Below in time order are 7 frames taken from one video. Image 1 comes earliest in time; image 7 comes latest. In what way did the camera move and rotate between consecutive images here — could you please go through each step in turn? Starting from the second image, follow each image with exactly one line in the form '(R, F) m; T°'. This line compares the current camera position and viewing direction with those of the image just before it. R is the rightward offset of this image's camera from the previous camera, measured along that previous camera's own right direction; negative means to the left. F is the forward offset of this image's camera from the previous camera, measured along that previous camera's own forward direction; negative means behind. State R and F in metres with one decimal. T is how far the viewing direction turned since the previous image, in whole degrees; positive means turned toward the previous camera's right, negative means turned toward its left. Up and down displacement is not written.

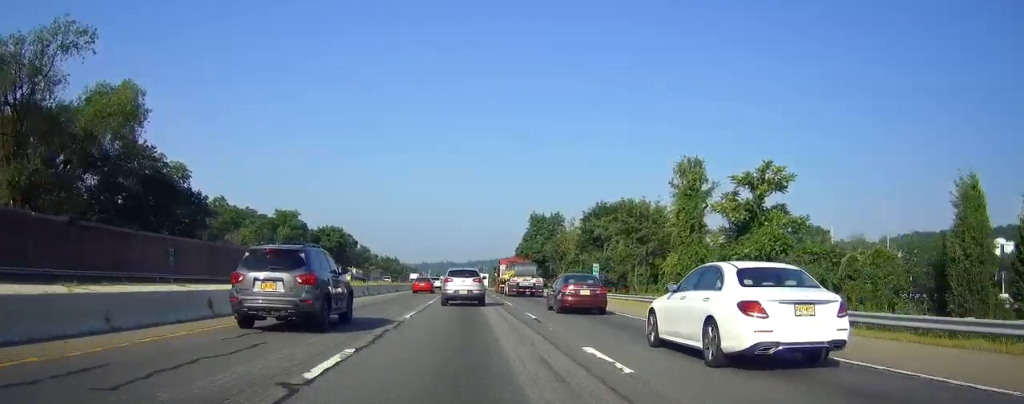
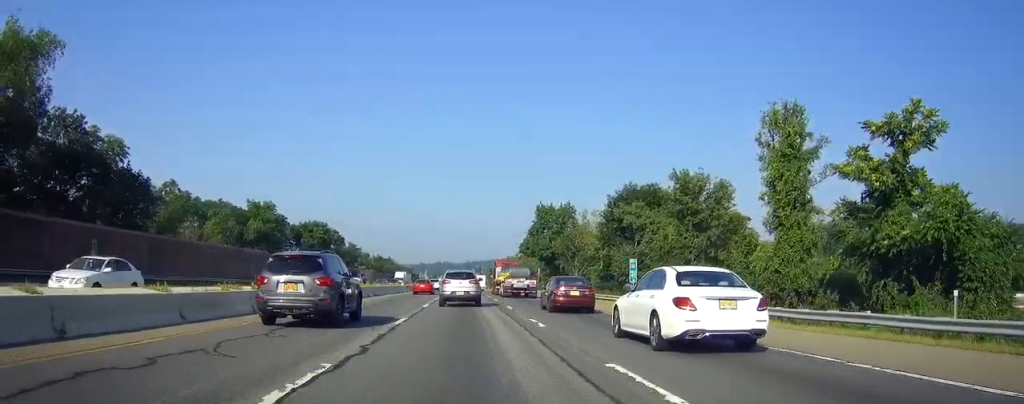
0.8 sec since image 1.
(0.0, +14.1) m; 0°
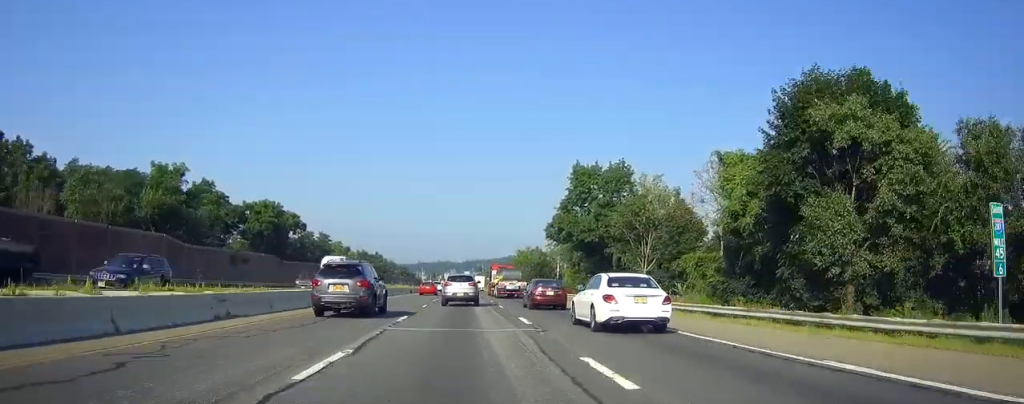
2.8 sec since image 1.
(-0.2, +33.7) m; -1°
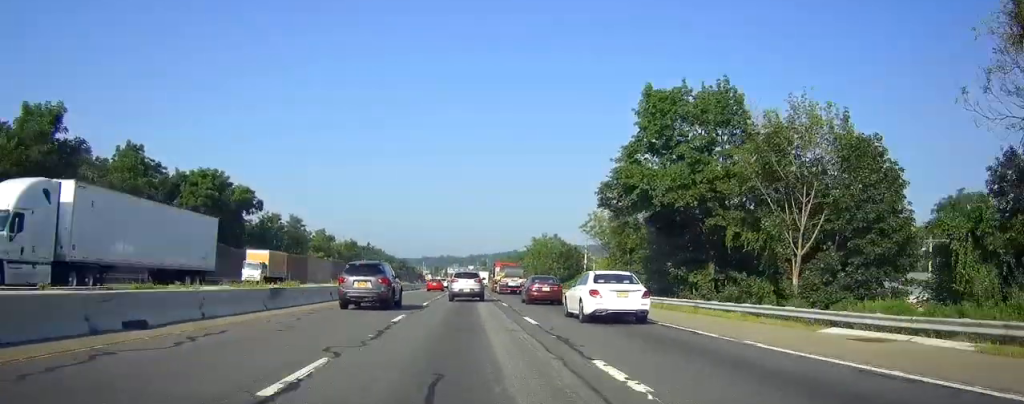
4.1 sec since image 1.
(-0.1, +24.5) m; 0°
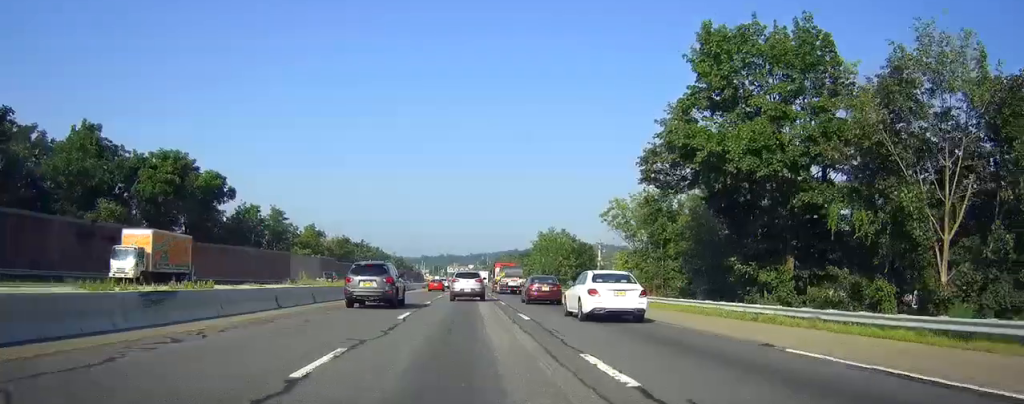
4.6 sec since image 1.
(0.0, +10.2) m; 0°
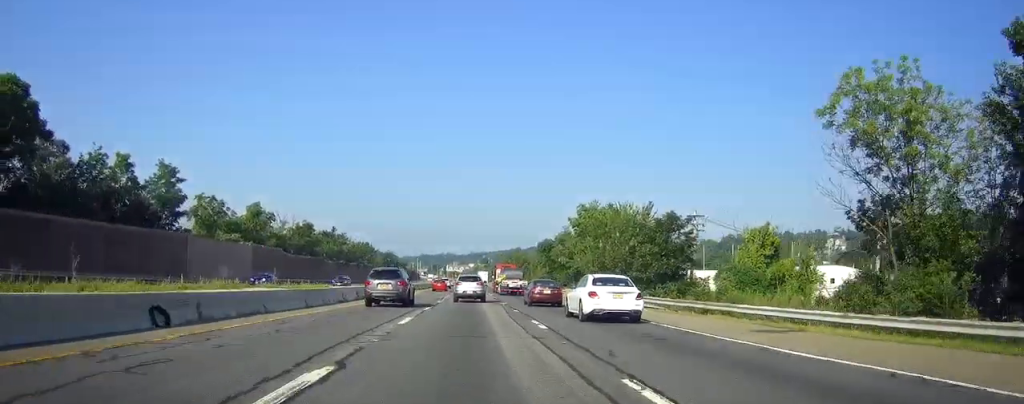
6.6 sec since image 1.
(-0.1, +38.5) m; -1°
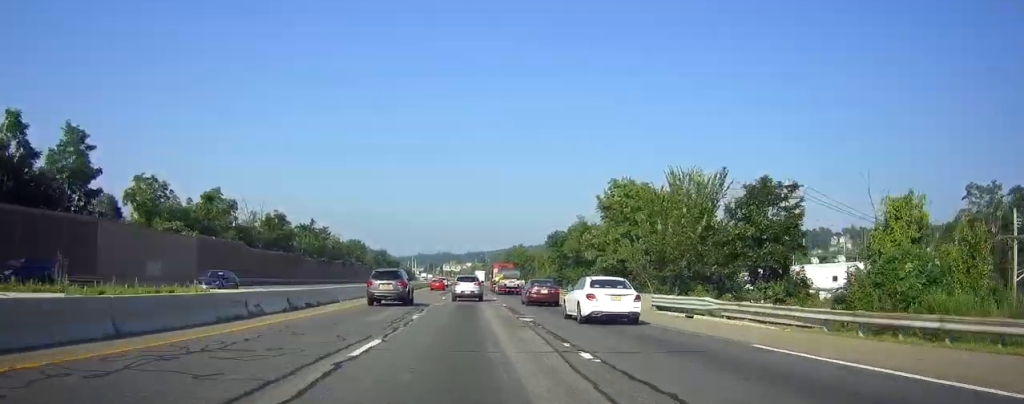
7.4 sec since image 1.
(0.0, +16.6) m; 0°
